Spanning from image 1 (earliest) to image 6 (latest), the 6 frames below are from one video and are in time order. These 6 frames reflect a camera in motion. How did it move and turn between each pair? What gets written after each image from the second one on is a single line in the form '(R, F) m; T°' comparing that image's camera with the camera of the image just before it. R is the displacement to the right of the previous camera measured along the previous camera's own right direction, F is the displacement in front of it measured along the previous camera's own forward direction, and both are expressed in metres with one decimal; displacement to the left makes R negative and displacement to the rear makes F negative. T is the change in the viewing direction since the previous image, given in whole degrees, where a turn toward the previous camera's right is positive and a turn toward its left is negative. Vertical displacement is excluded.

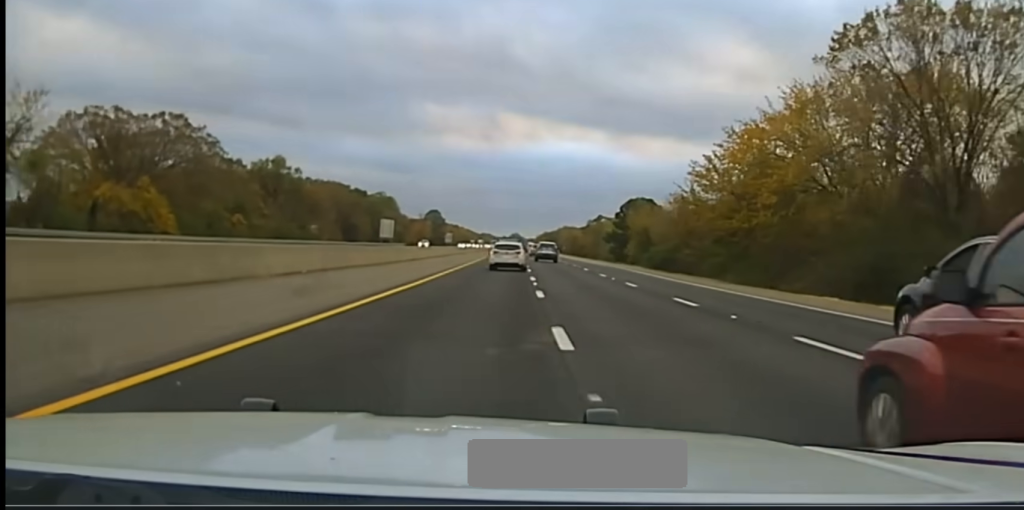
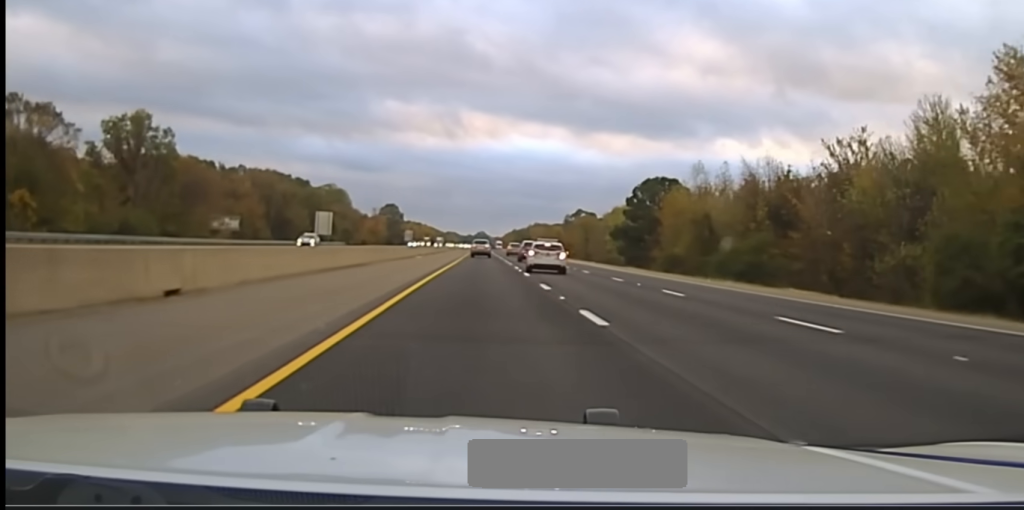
(+0.6, +57.6) m; +1°
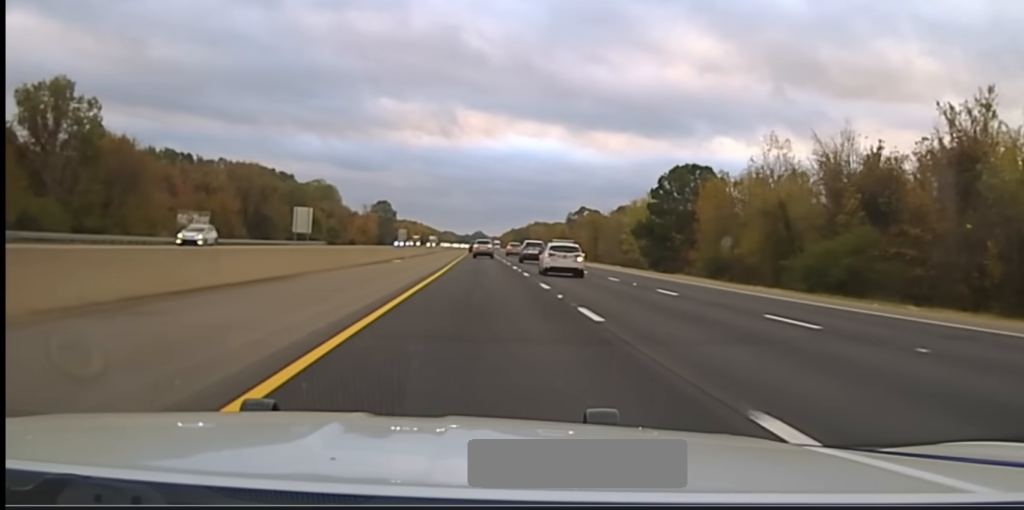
(+0.2, +21.4) m; 0°
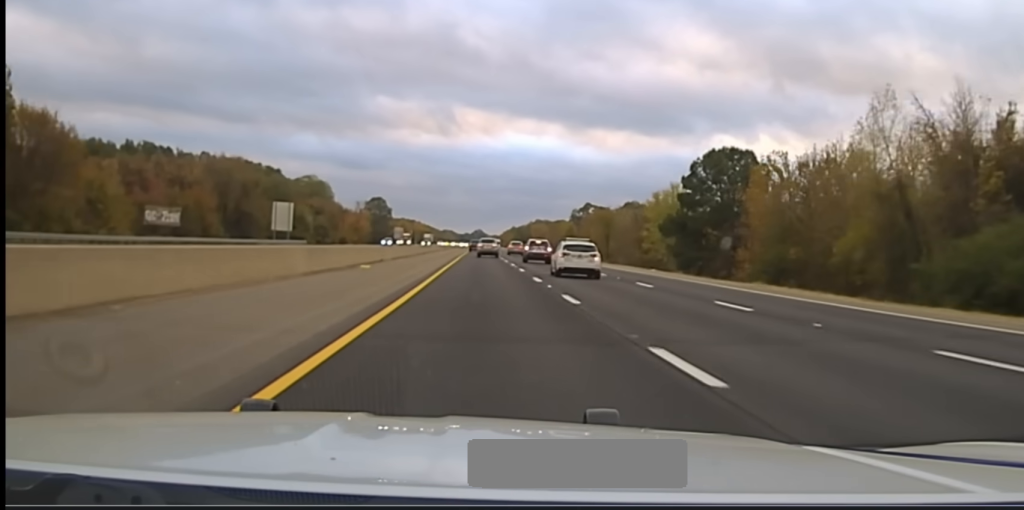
(0.0, +17.6) m; 0°
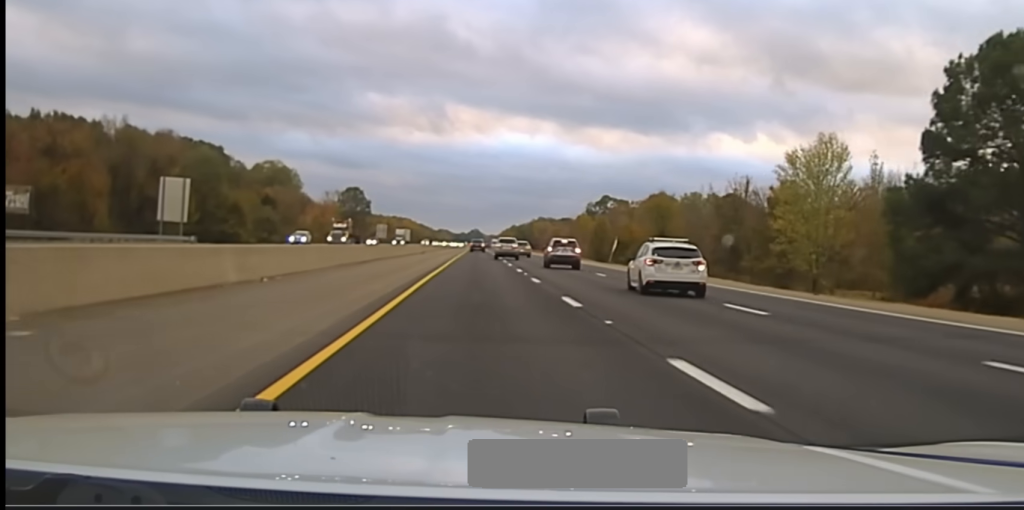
(-0.2, +60.9) m; 0°
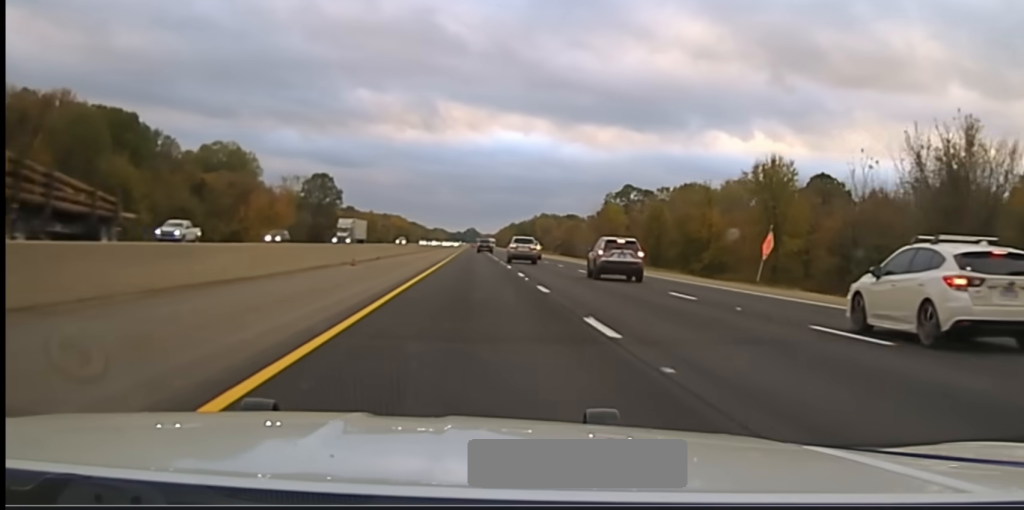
(+0.1, +63.5) m; 0°
